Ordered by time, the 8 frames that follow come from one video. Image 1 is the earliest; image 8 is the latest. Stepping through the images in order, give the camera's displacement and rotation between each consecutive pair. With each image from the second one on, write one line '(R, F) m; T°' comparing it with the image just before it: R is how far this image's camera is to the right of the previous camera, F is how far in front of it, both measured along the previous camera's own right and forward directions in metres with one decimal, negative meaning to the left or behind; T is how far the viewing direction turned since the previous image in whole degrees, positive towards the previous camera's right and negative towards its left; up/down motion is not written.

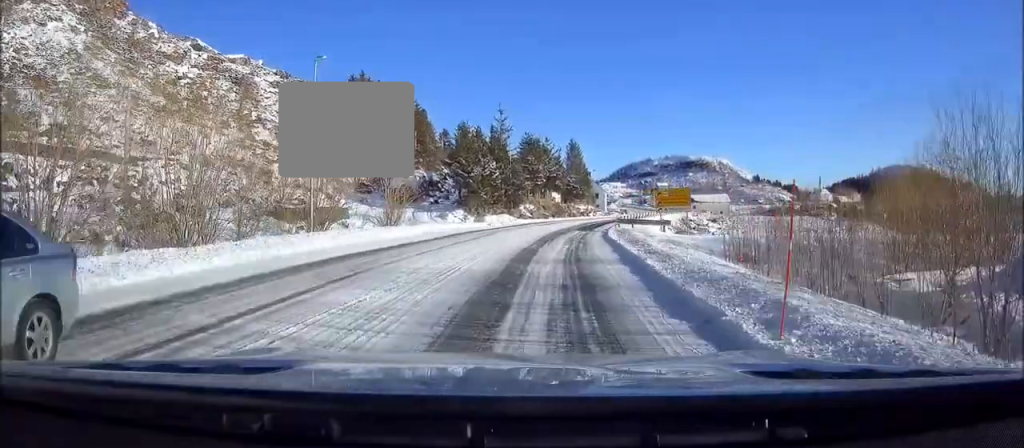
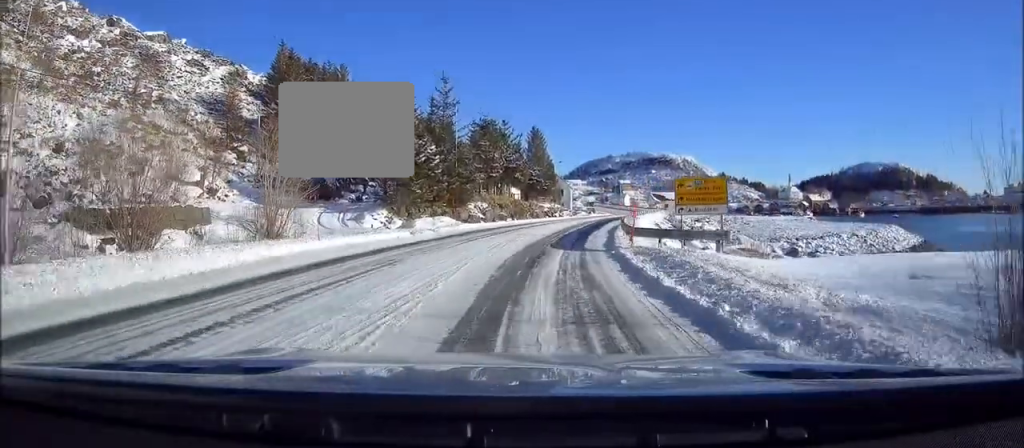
(+0.4, +17.5) m; +3°
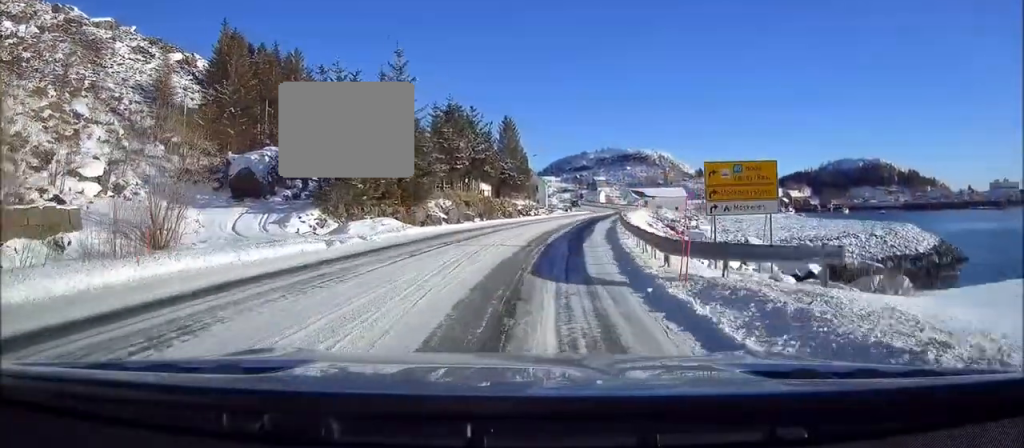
(+0.1, +9.5) m; +2°
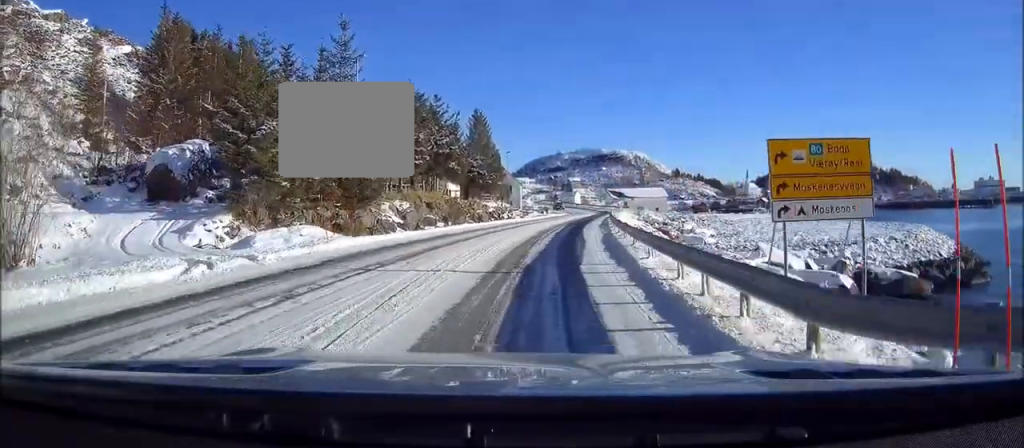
(+0.2, +8.1) m; +2°
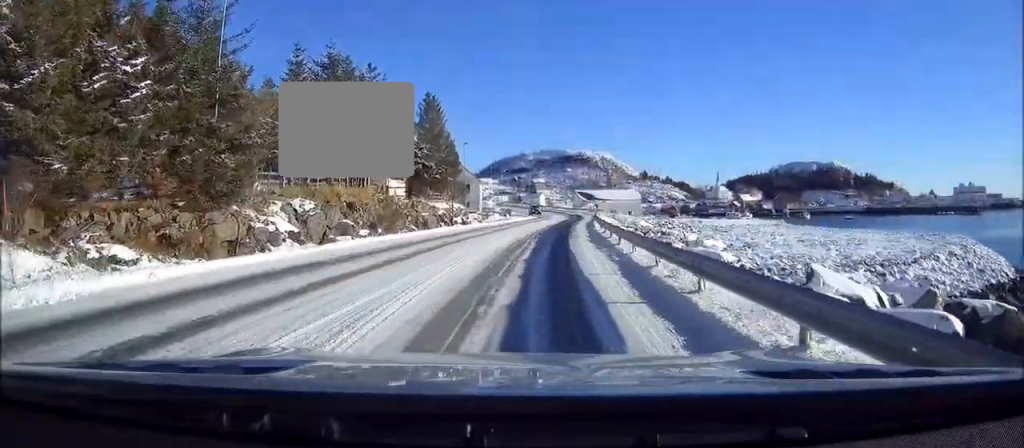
(+0.4, +14.0) m; +3°
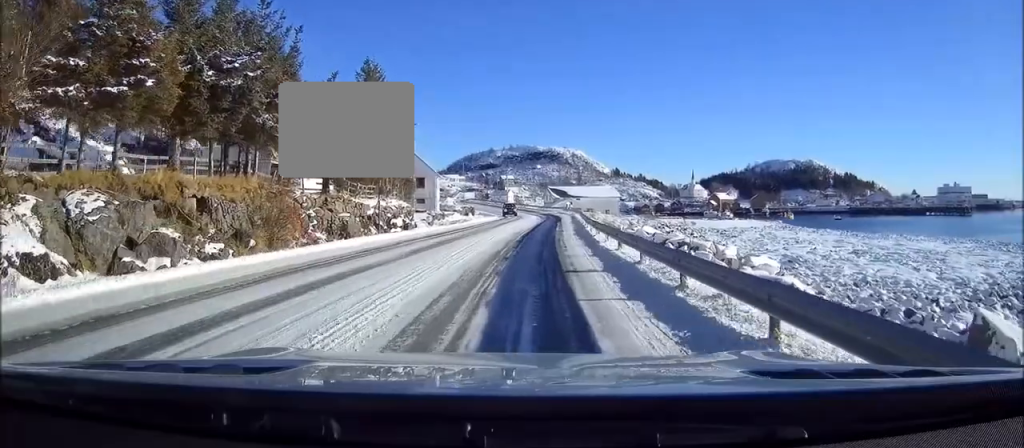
(+0.4, +15.6) m; +3°
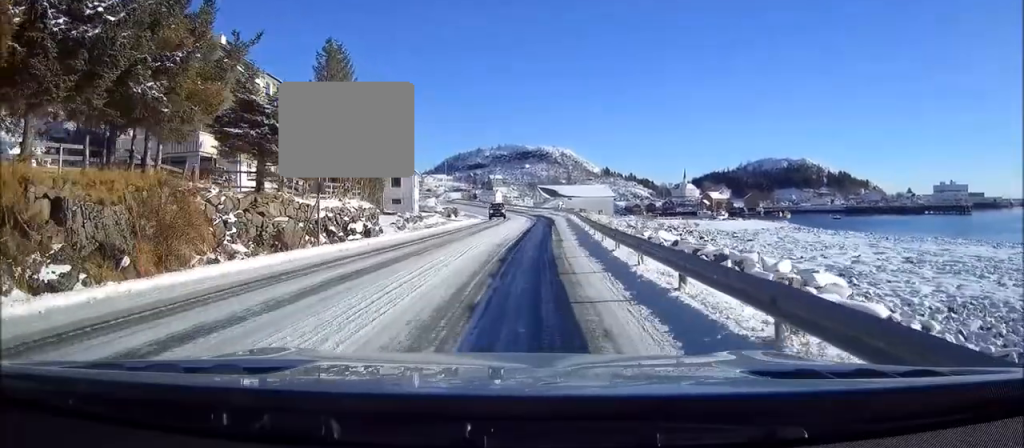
(+0.1, +8.4) m; +1°
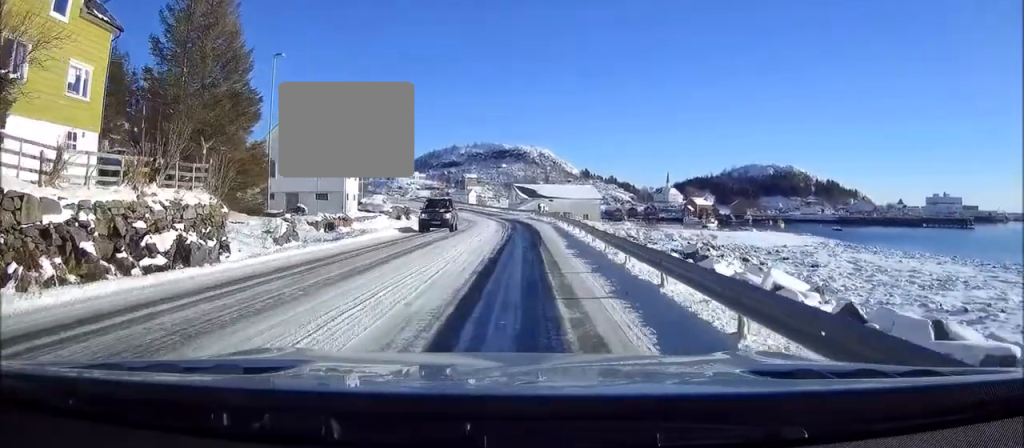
(+0.4, +19.5) m; +2°
